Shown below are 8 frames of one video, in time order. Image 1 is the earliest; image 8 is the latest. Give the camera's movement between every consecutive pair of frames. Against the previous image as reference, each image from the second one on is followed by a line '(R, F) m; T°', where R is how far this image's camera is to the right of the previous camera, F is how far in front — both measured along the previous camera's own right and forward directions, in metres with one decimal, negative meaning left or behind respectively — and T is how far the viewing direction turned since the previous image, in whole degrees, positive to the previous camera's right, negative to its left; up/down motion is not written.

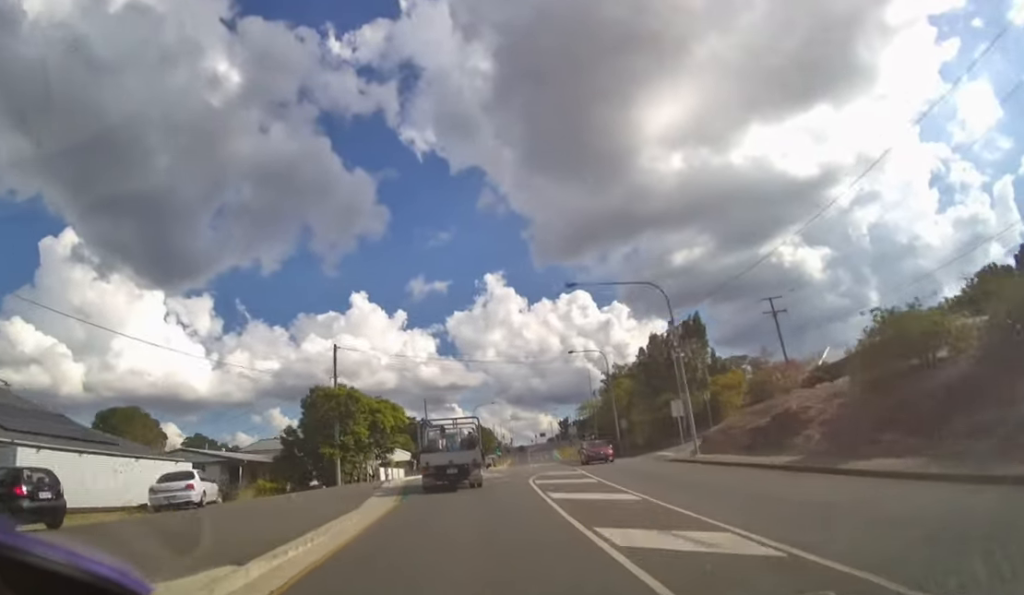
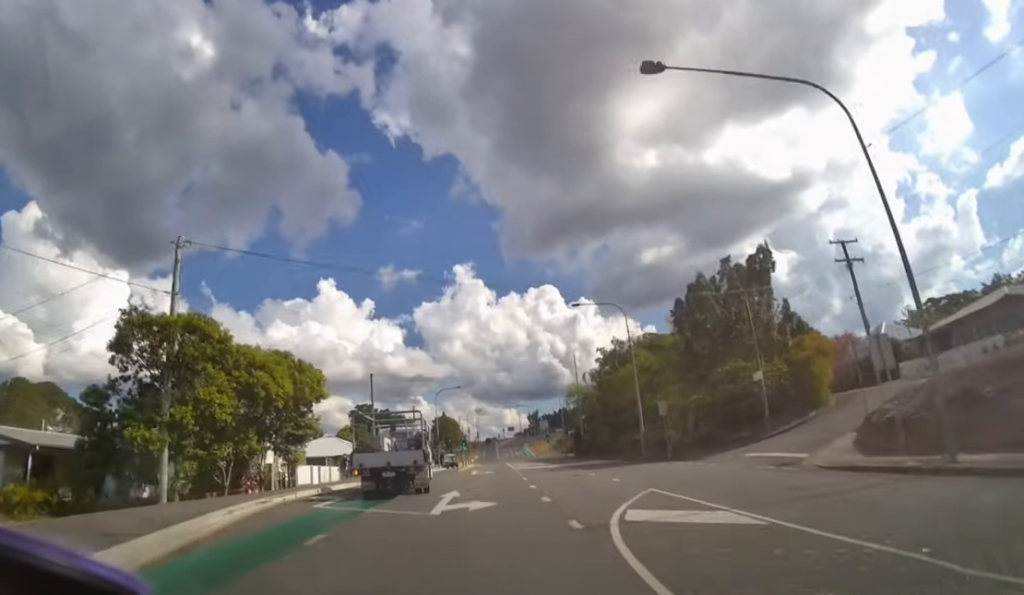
(+0.6, +15.9) m; +3°
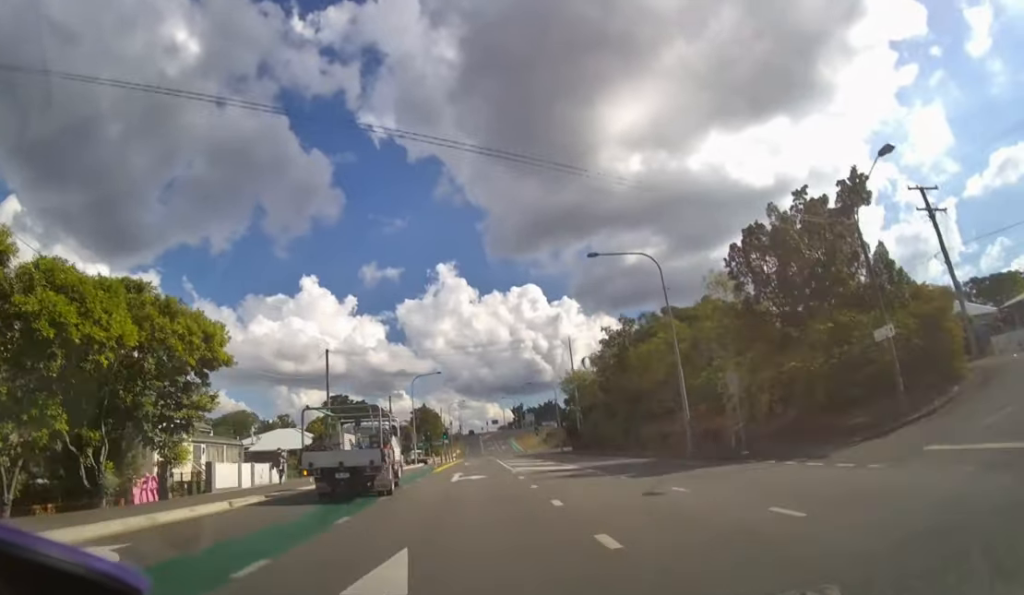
(+0.1, +9.4) m; +2°
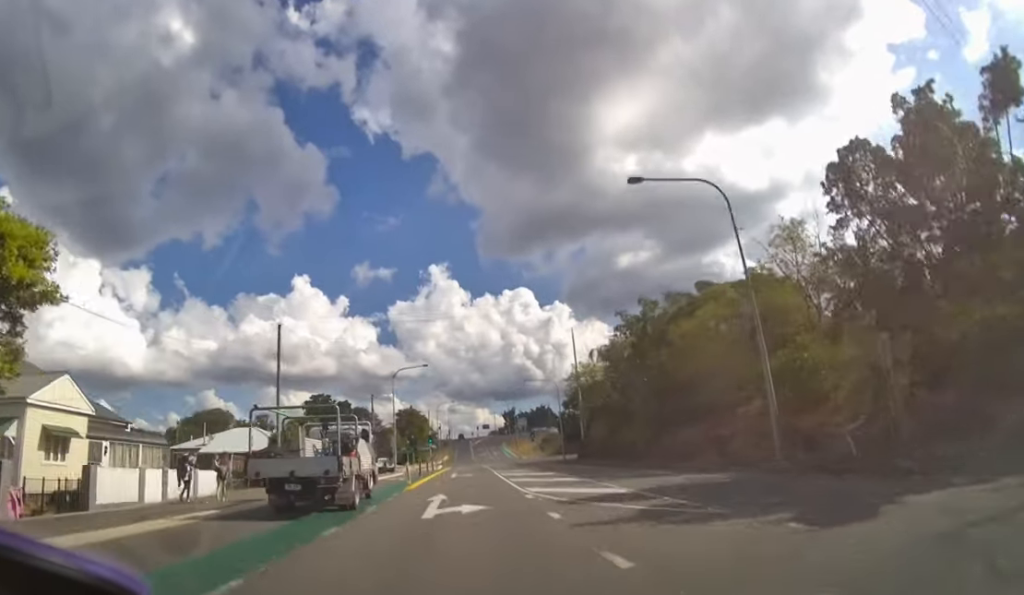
(+0.1, +7.9) m; +1°
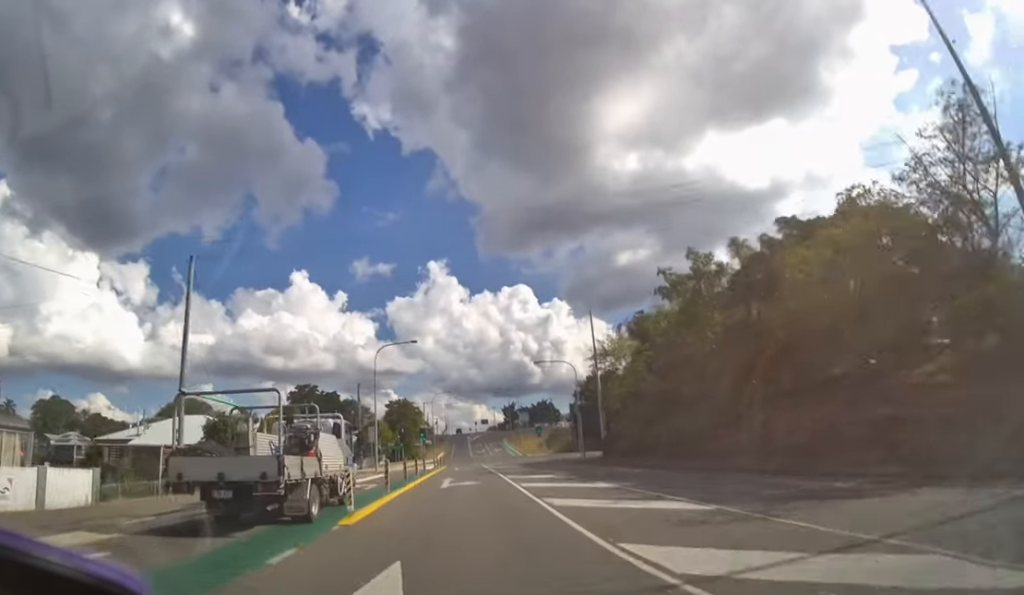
(+0.1, +9.6) m; +1°
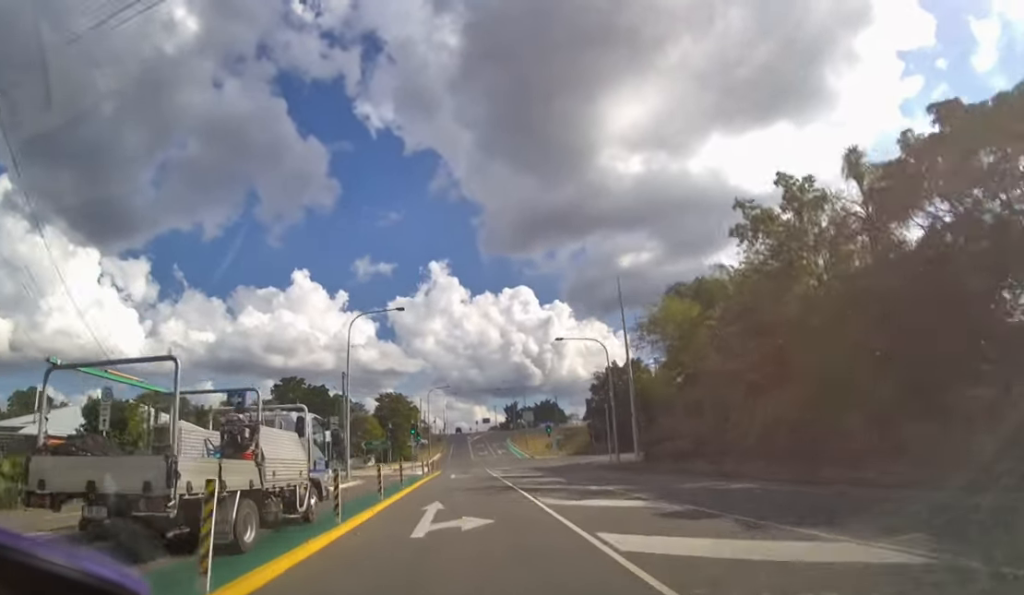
(+0.1, +9.4) m; 0°
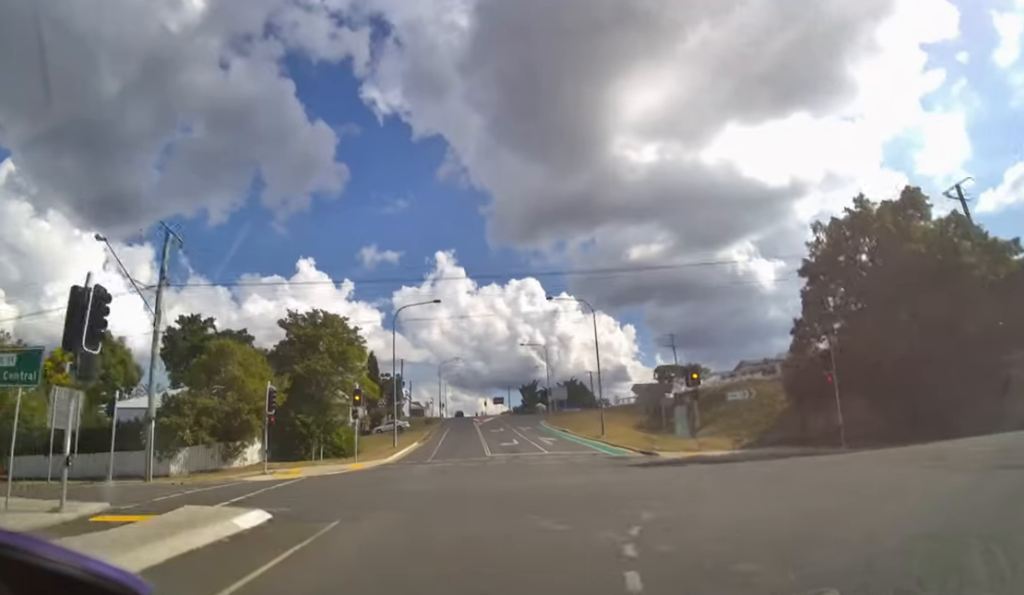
(0.0, +36.5) m; -1°
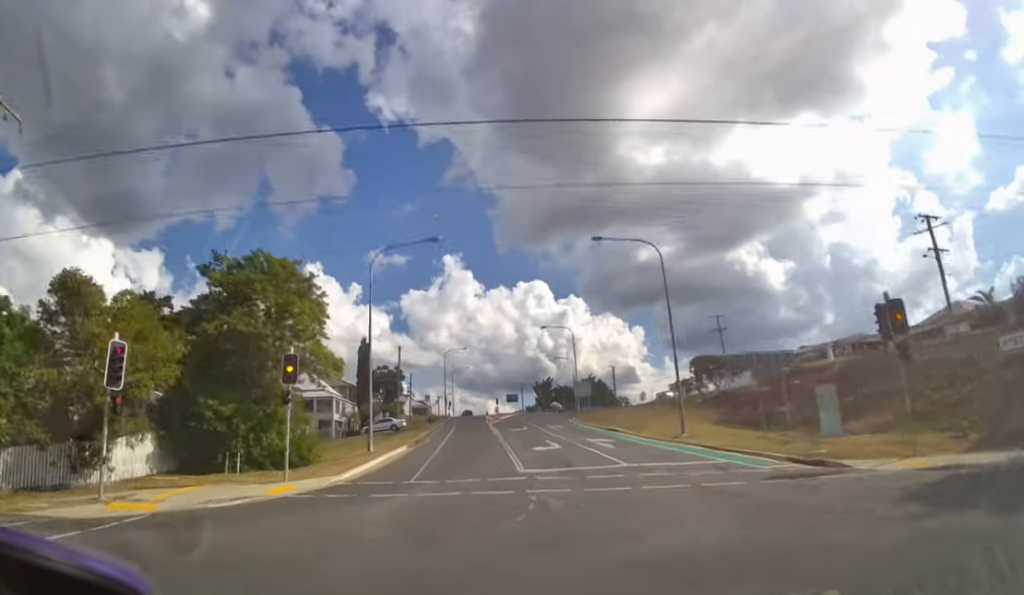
(-0.1, +13.0) m; -1°
